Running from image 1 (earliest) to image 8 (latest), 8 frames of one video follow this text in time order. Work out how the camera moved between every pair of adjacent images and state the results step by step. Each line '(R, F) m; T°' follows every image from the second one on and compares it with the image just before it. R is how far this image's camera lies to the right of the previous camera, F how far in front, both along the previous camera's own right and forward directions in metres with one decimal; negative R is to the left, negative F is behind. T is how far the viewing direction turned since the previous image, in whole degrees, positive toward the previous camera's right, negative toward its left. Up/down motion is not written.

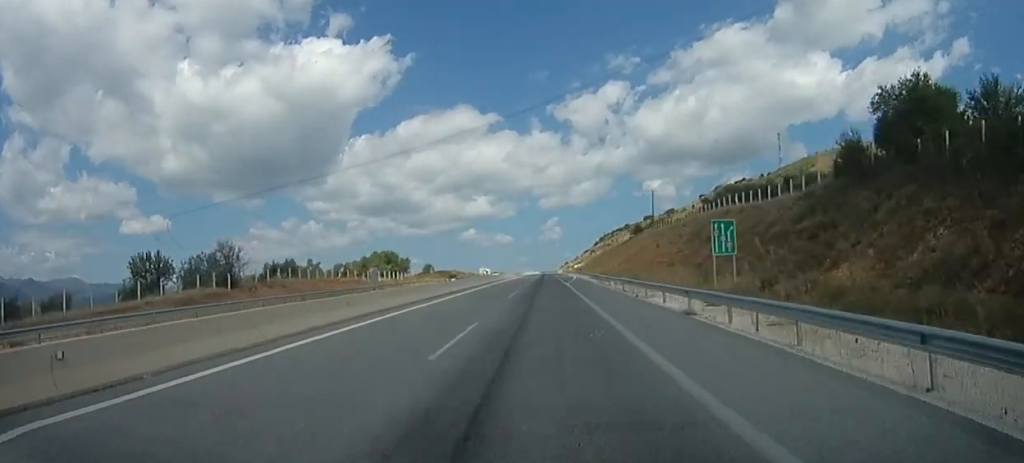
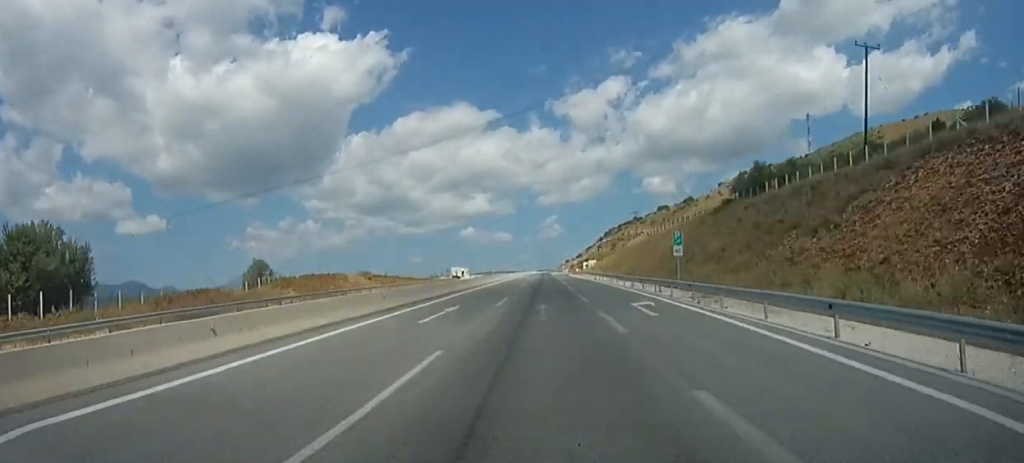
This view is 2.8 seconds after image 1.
(-0.4, +74.1) m; 0°
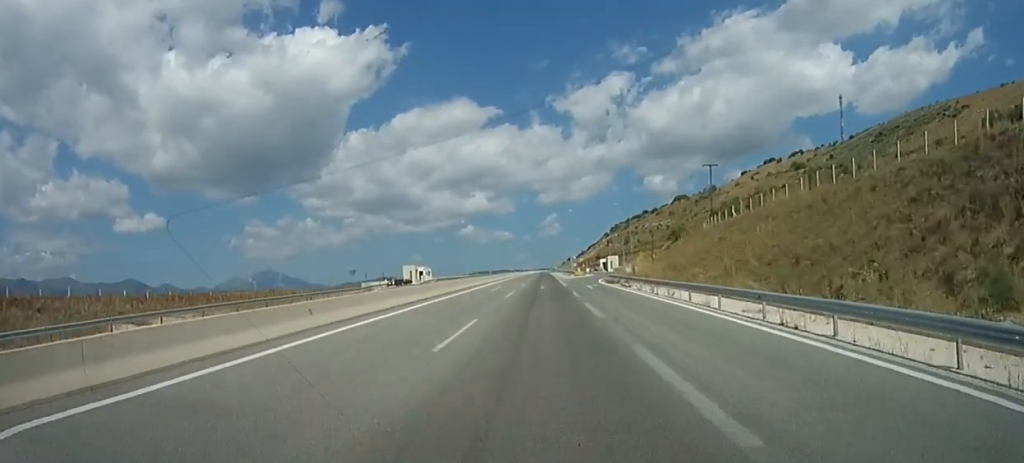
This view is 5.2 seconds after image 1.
(+0.5, +66.1) m; +1°
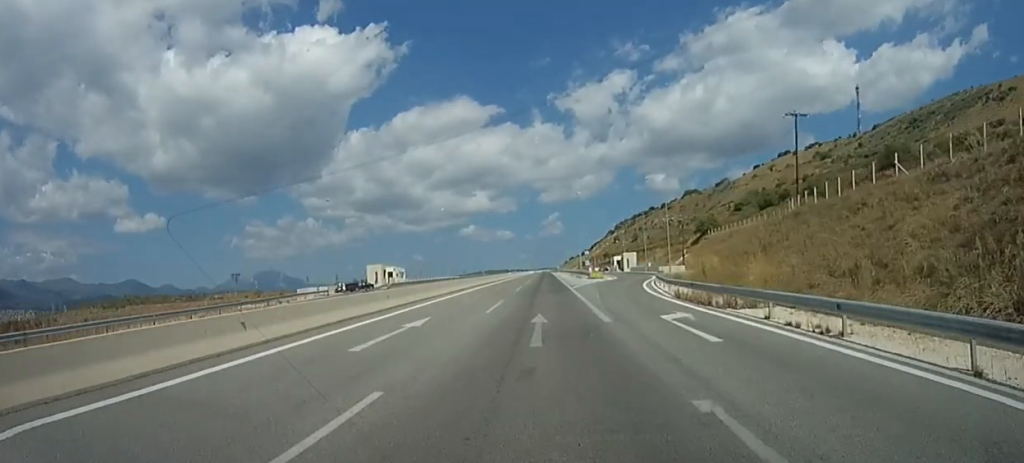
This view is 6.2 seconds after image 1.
(+0.6, +27.6) m; 0°
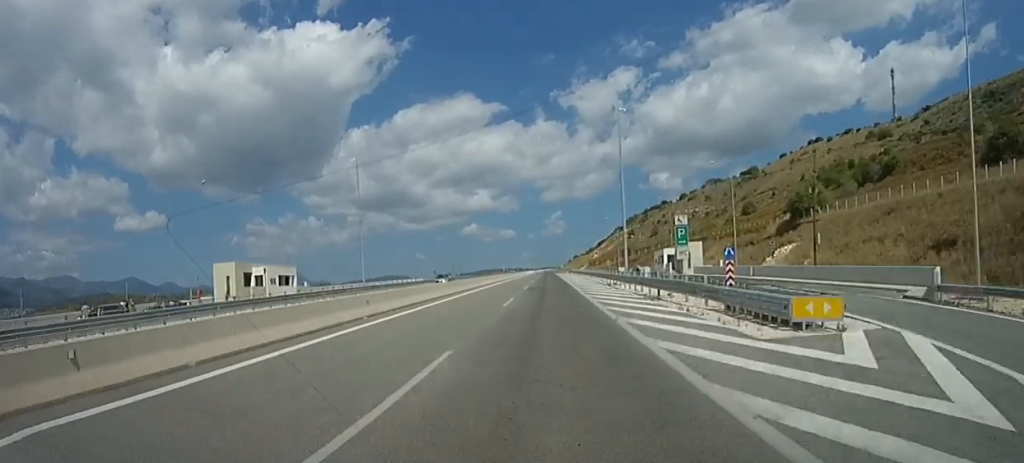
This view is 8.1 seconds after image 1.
(-0.7, +51.0) m; -1°
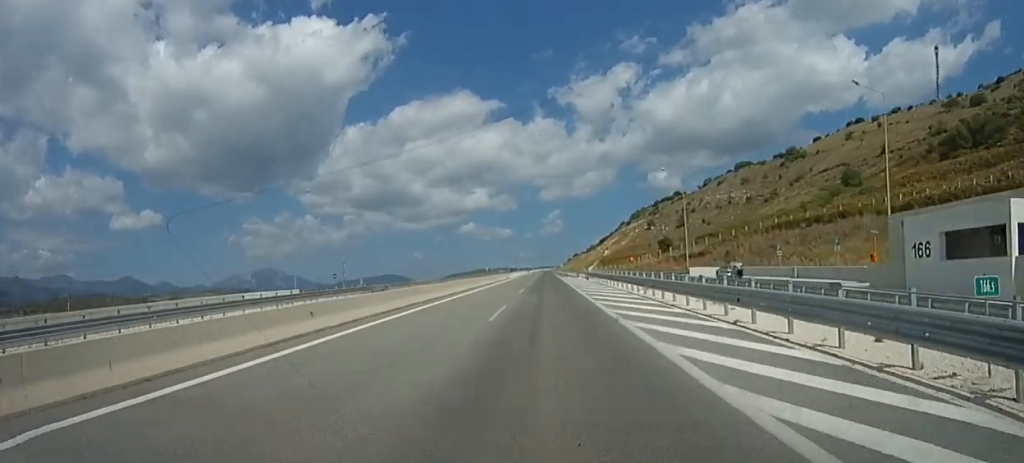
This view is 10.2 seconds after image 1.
(-0.4, +60.9) m; 0°
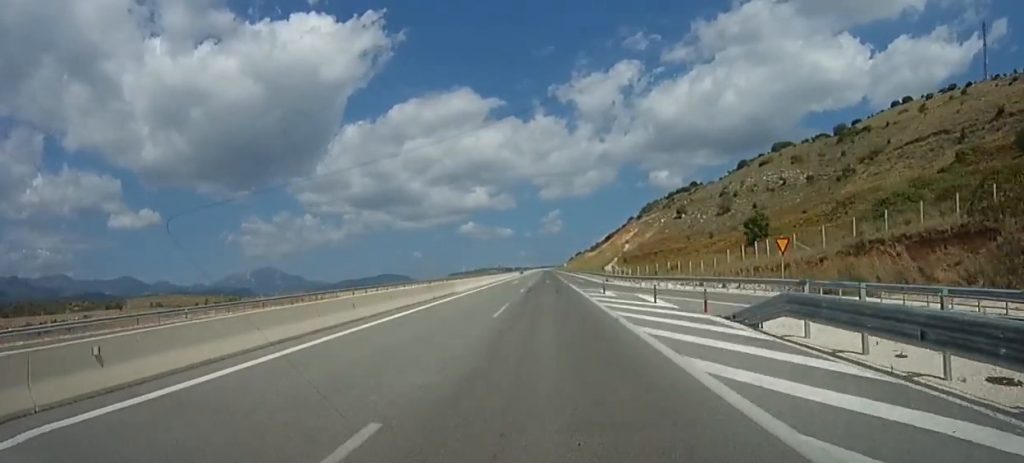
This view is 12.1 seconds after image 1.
(0.0, +51.6) m; 0°
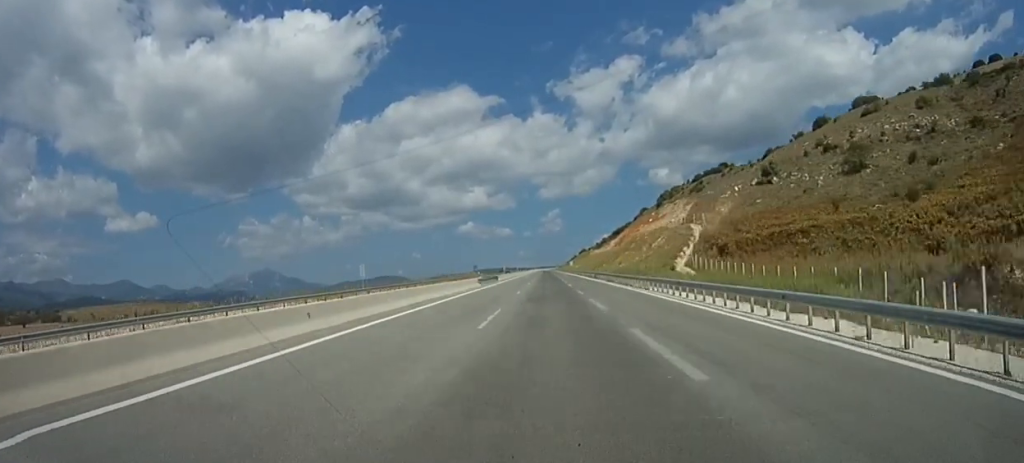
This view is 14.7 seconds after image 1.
(0.0, +73.0) m; +1°
